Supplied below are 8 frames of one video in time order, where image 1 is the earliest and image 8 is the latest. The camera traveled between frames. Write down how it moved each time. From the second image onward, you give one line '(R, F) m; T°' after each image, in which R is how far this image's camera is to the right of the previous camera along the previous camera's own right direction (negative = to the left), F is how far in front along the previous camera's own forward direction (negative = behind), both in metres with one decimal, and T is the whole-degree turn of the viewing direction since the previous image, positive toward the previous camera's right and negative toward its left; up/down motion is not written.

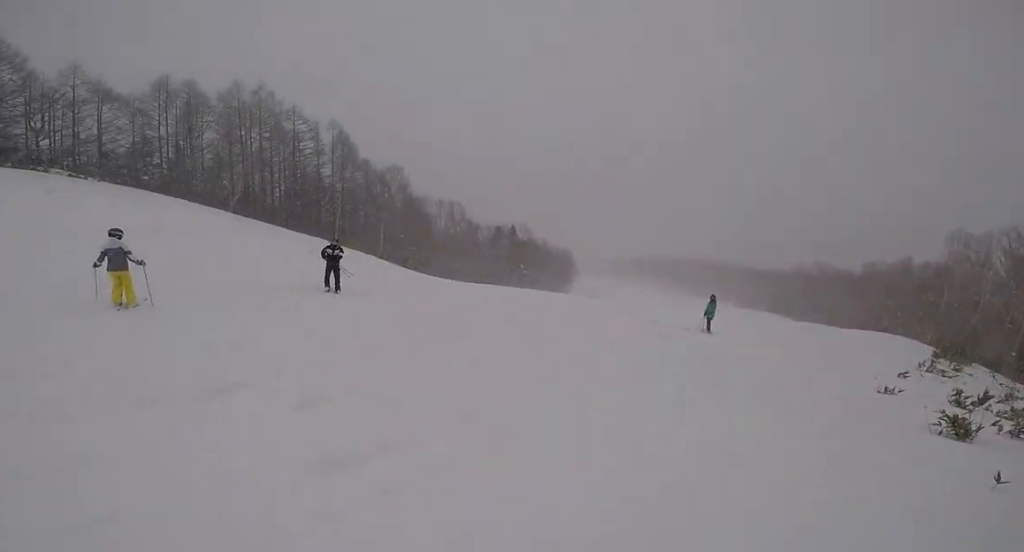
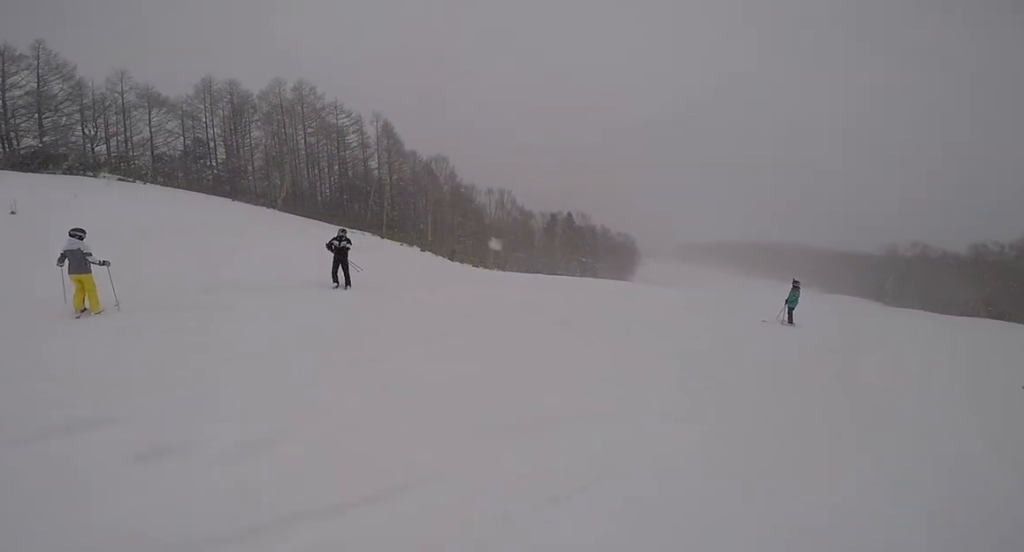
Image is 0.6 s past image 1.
(0.0, +2.5) m; -3°
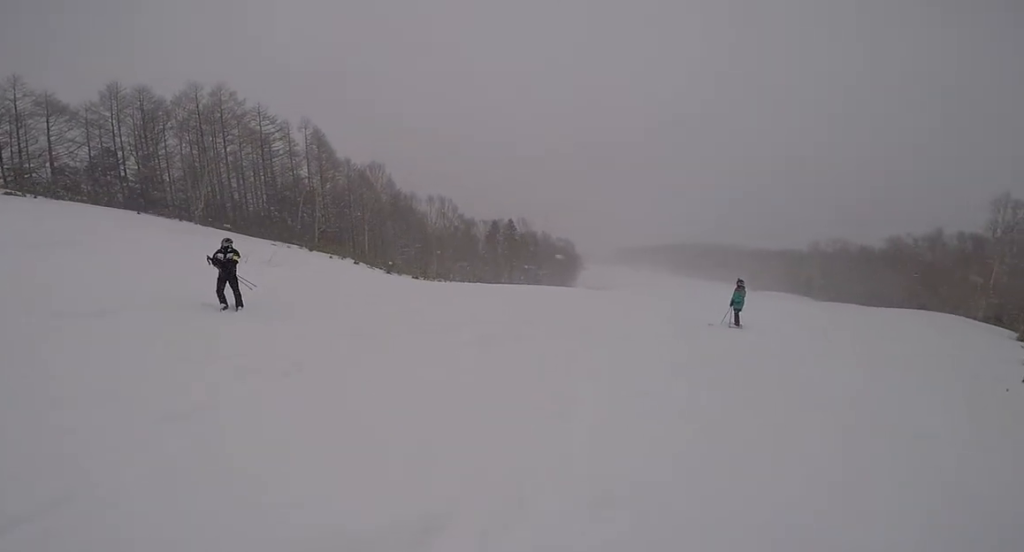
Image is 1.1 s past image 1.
(-0.1, +2.1) m; -1°
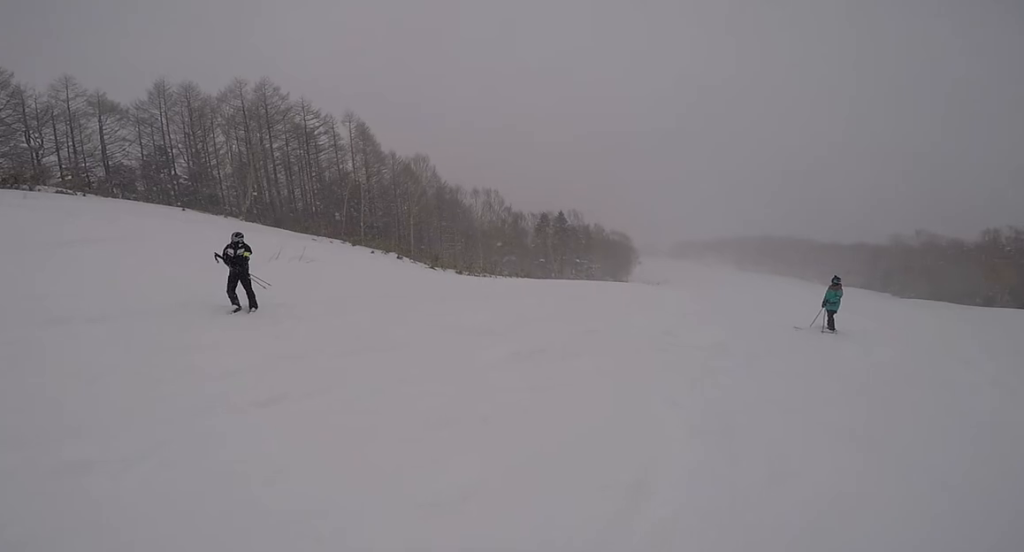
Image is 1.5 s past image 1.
(-0.1, +1.8) m; 0°
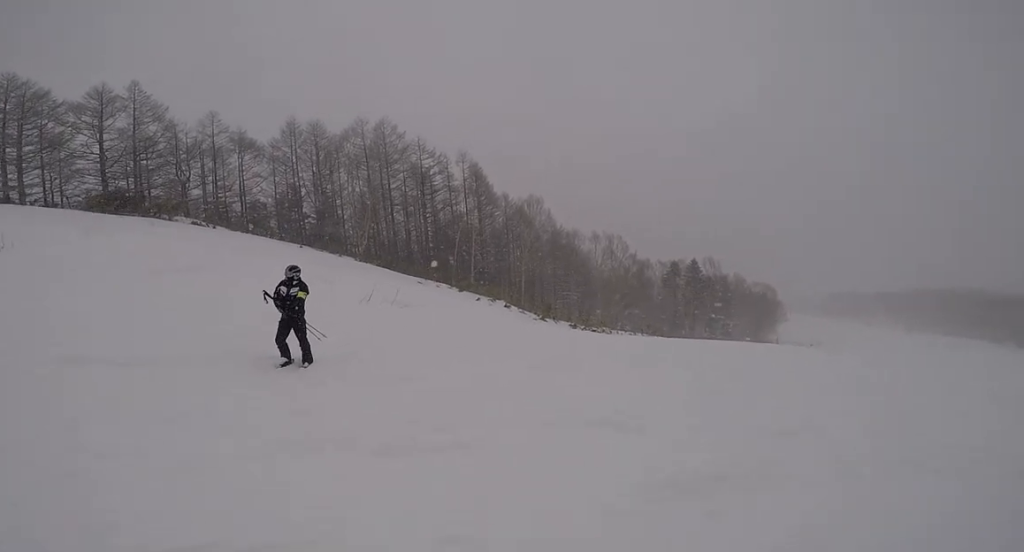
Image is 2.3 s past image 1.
(+0.1, +2.9) m; +6°
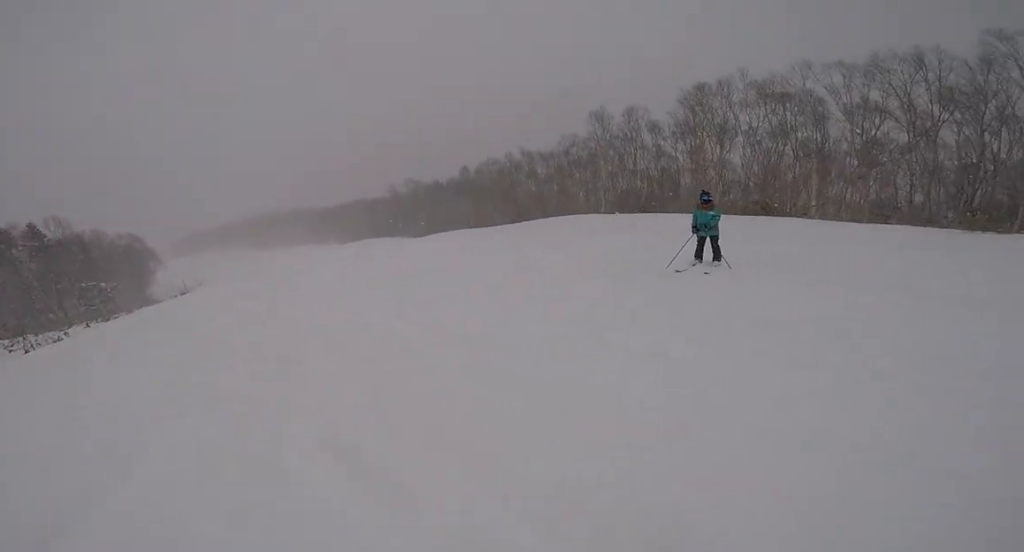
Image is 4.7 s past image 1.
(+2.0, +6.1) m; +47°
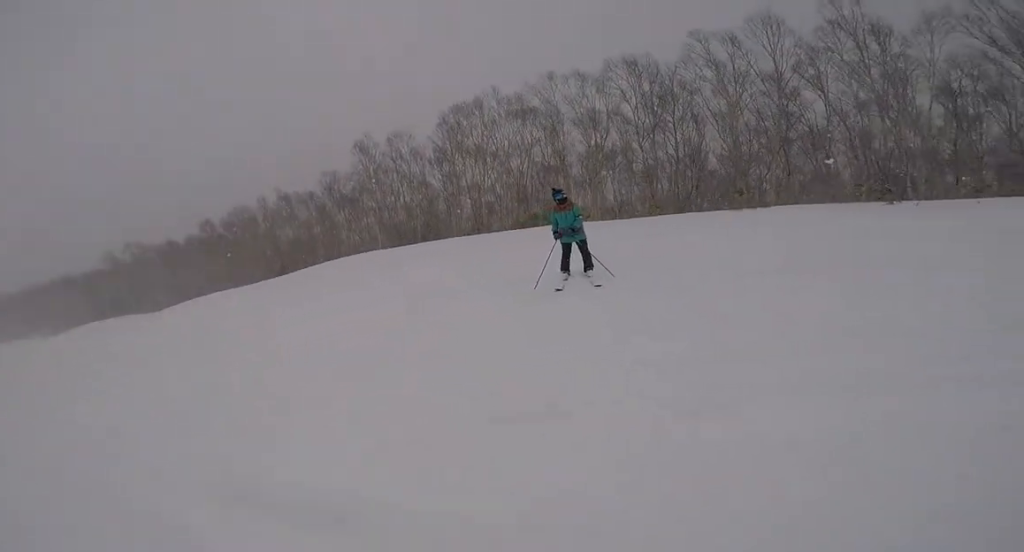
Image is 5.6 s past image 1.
(+0.2, +1.4) m; +23°
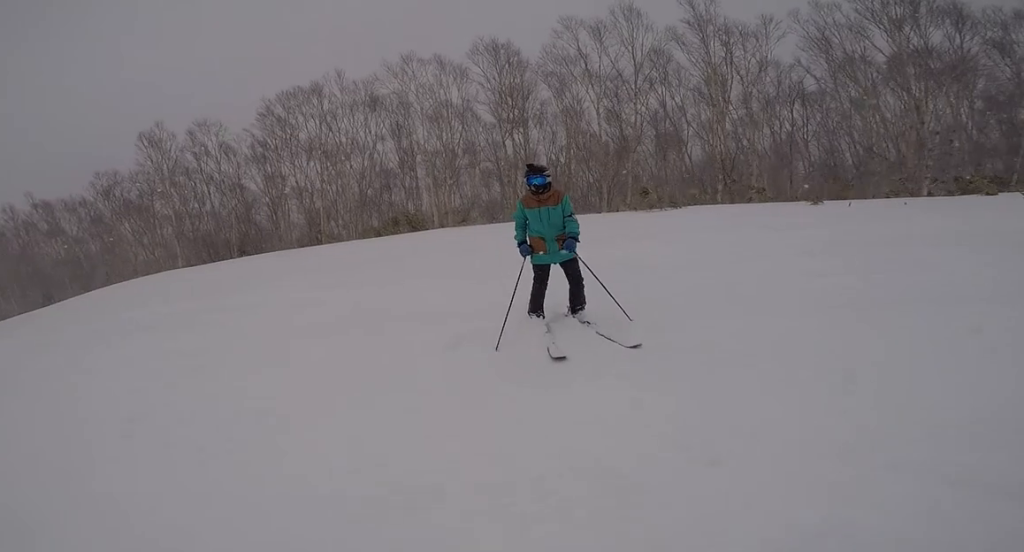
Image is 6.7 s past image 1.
(+0.6, +2.3) m; +15°
